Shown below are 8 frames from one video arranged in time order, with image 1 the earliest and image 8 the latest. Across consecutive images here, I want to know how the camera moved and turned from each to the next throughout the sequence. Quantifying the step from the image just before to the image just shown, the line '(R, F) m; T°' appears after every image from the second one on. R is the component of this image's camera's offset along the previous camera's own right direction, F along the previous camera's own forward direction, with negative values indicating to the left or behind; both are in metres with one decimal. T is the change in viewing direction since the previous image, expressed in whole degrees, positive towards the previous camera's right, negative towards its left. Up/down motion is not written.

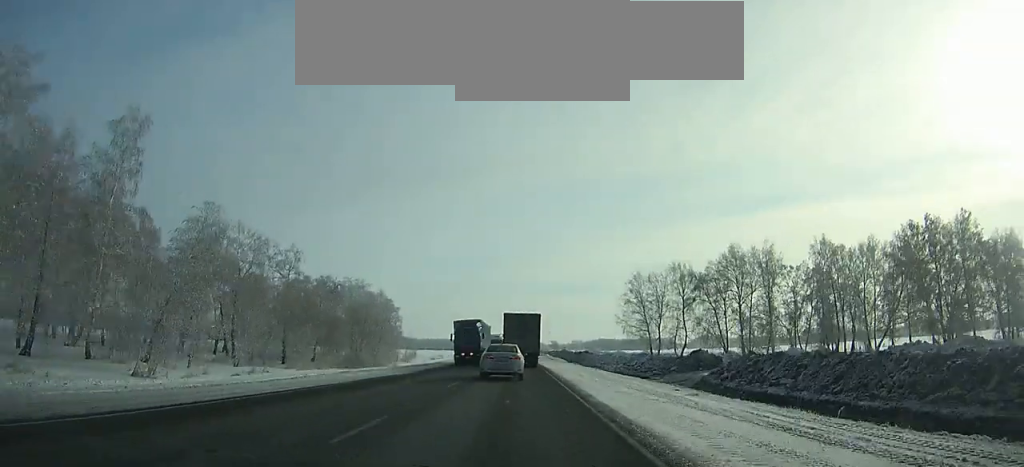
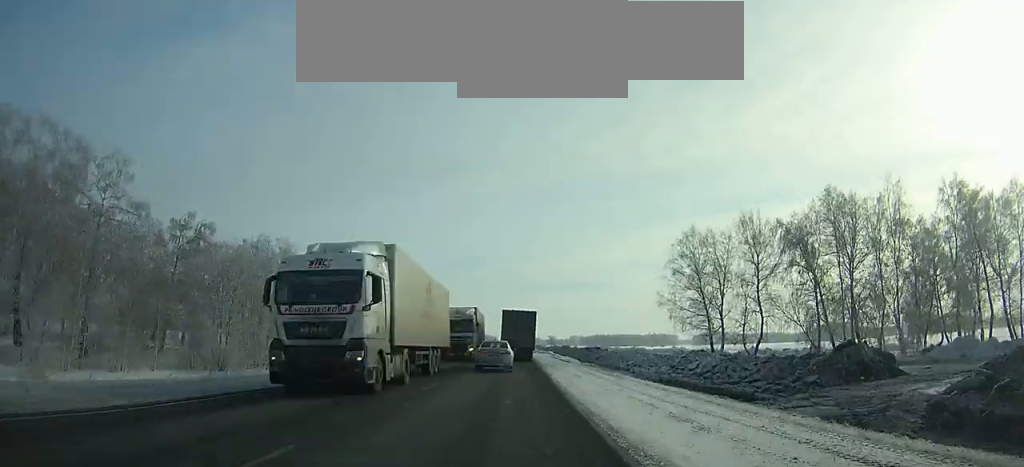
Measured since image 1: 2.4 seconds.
(-0.1, +41.8) m; -1°
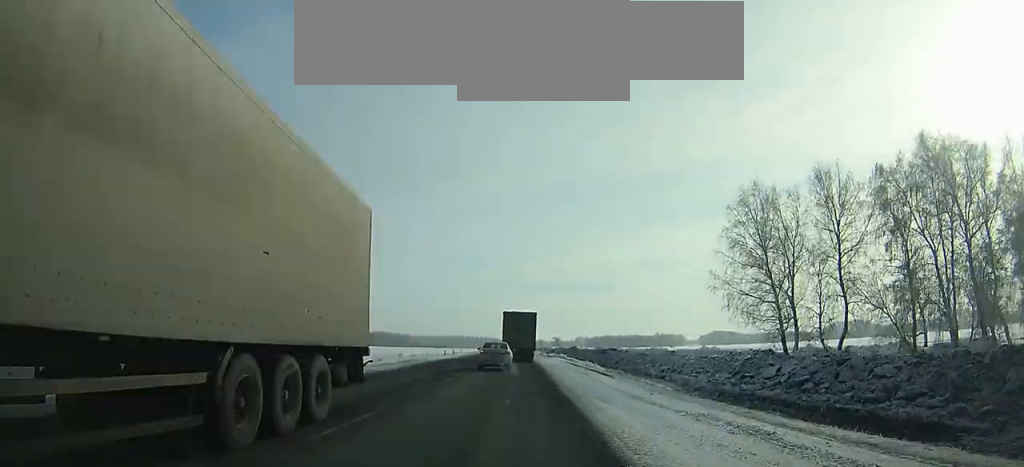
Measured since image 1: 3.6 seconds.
(0.0, +21.7) m; 0°
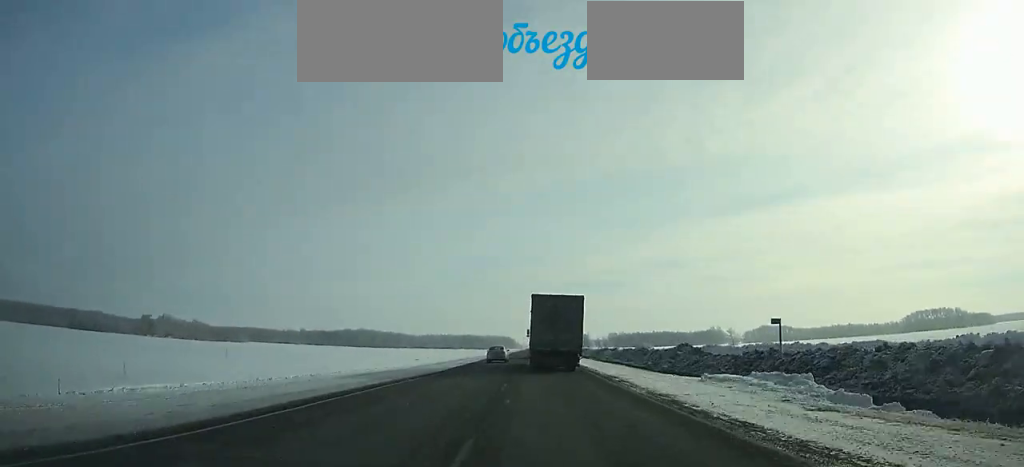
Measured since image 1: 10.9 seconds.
(-1.6, +152.3) m; -1°
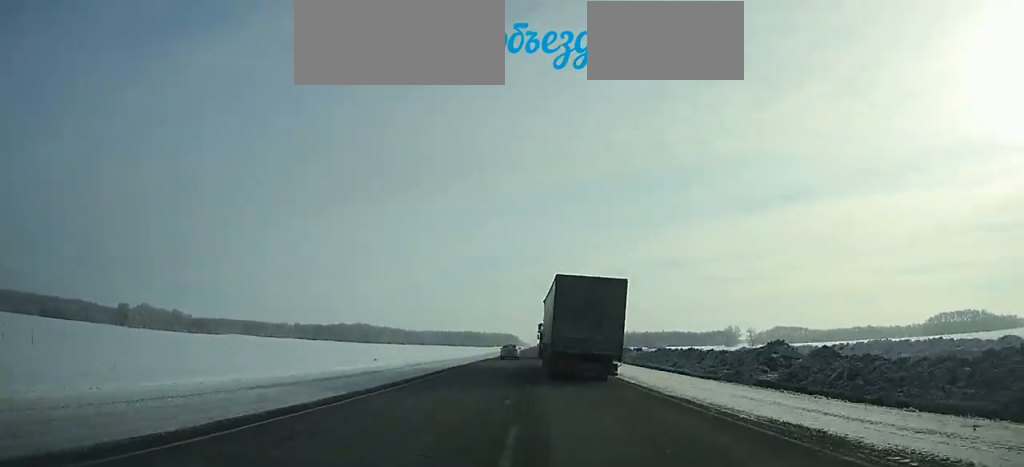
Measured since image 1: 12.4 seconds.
(-0.2, +36.0) m; 0°
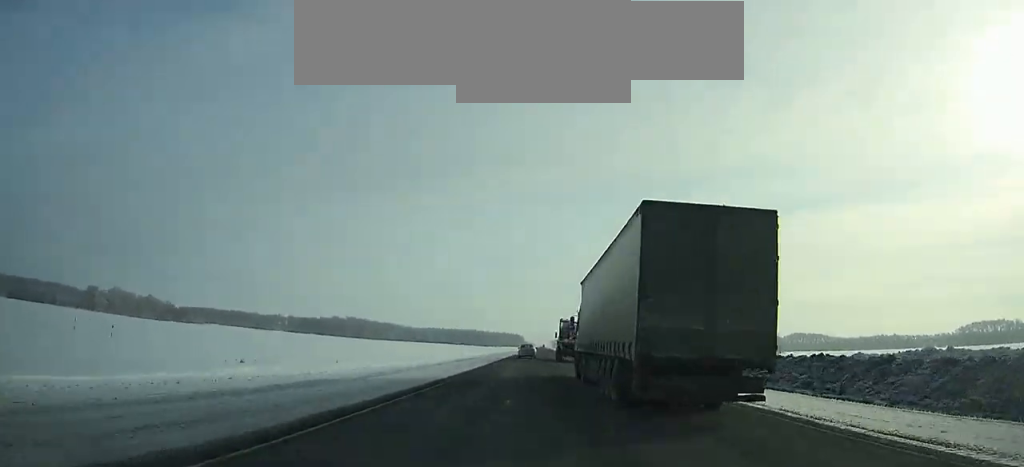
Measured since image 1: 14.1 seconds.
(+0.1, +42.0) m; 0°
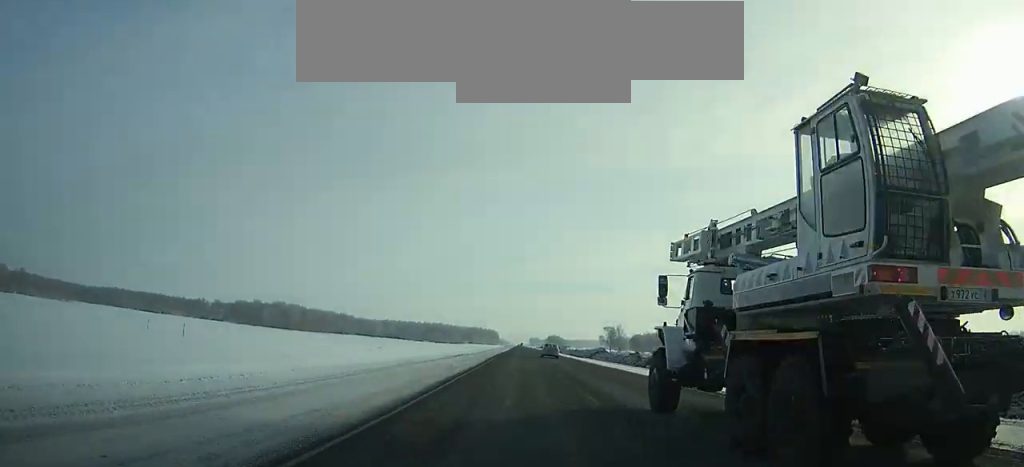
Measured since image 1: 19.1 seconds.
(+2.1, +130.6) m; +2°
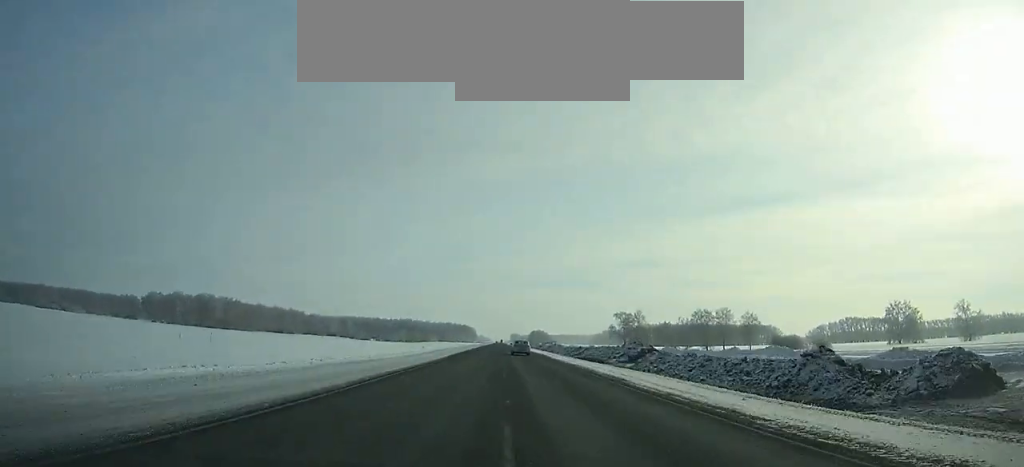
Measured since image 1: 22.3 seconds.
(+0.7, +85.6) m; 0°
